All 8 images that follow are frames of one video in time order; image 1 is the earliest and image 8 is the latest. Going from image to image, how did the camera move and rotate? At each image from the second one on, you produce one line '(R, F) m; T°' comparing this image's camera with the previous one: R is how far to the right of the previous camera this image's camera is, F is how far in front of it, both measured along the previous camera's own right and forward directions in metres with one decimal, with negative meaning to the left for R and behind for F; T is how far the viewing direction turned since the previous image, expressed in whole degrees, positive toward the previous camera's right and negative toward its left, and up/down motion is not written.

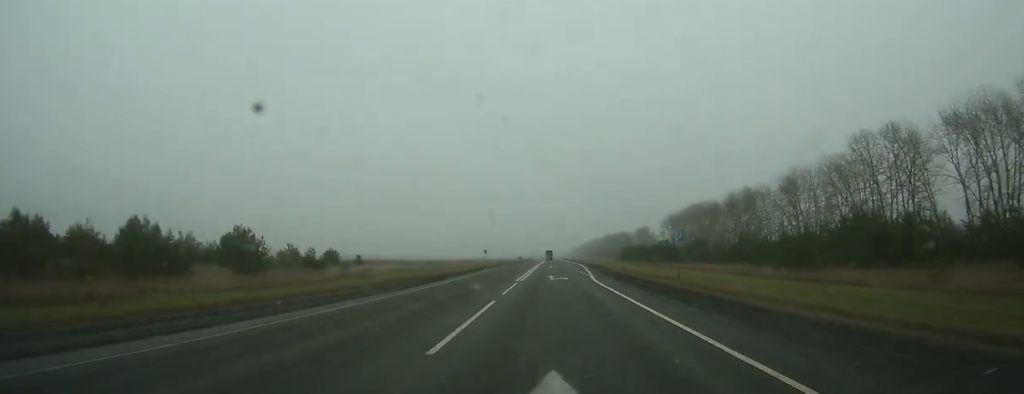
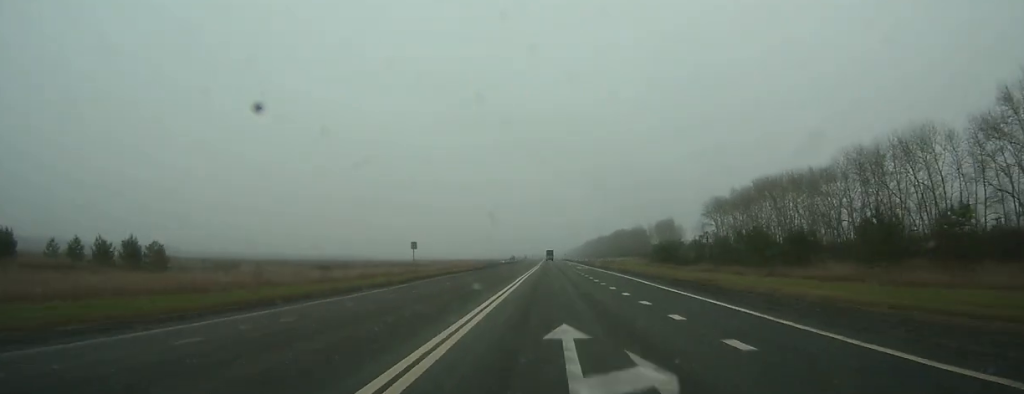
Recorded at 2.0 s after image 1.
(0.0, +63.2) m; 0°
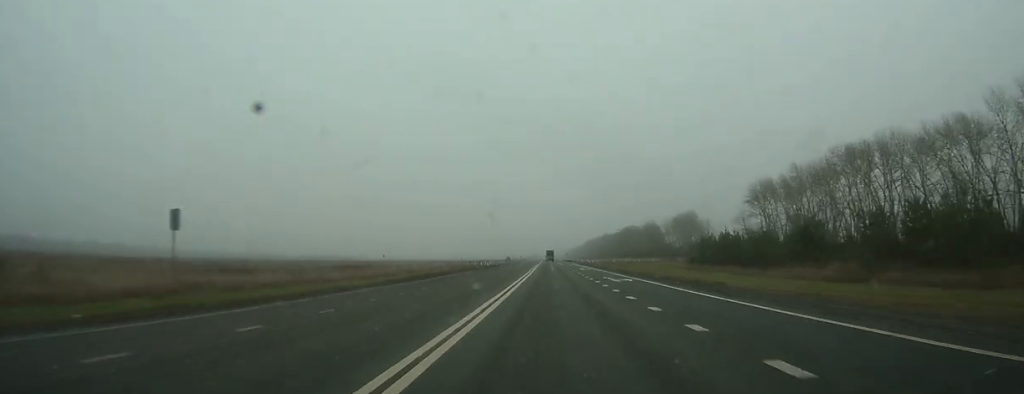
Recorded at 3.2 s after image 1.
(+0.1, +37.9) m; 0°
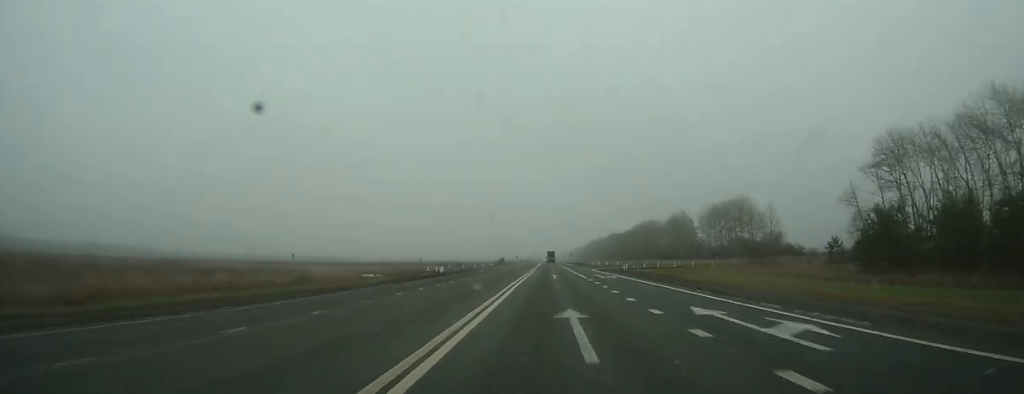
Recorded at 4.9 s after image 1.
(+0.1, +52.7) m; 0°
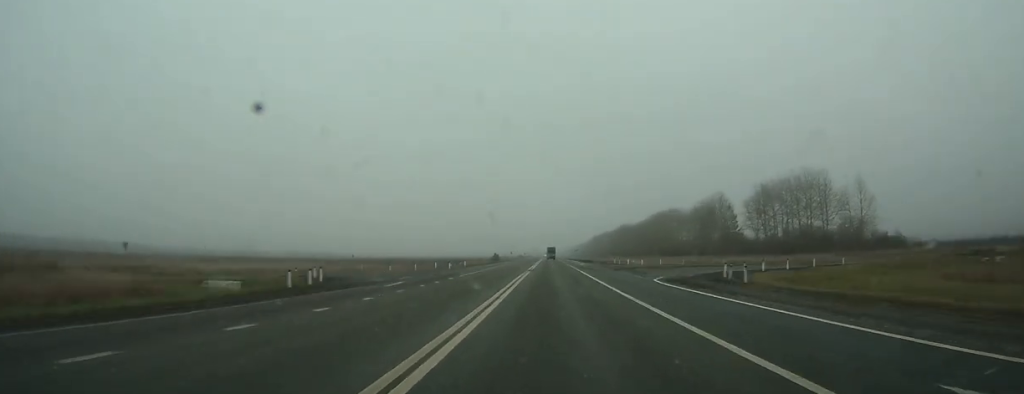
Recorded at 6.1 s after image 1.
(0.0, +40.0) m; 0°
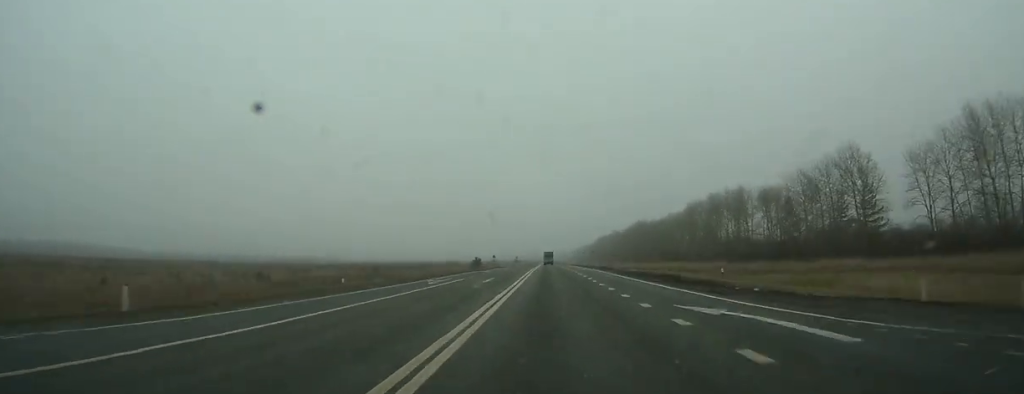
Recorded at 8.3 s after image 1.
(0.0, +67.1) m; 0°
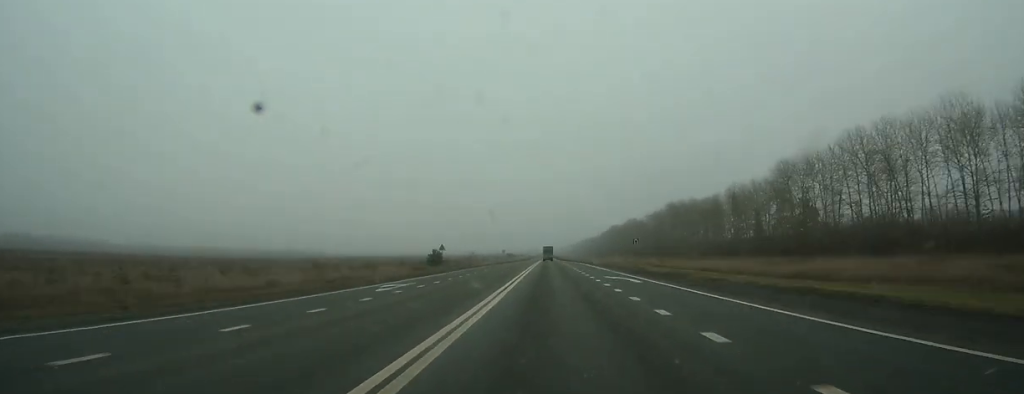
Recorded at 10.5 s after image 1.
(-0.2, +70.9) m; 0°
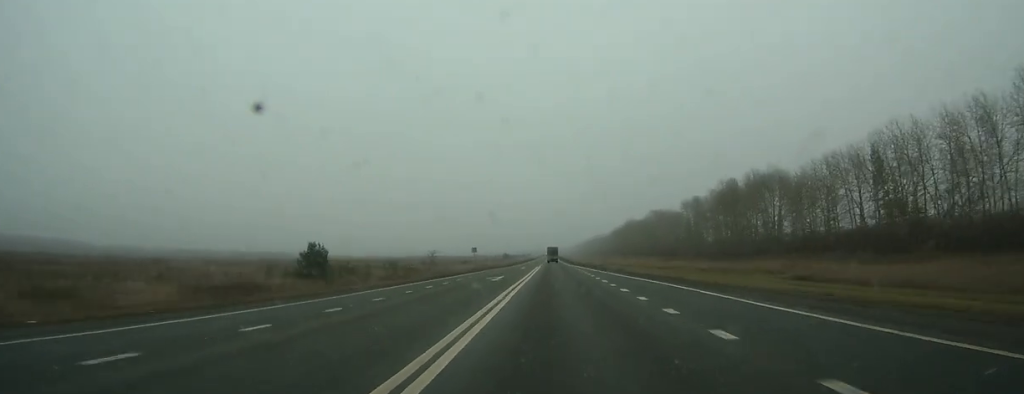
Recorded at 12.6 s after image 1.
(-0.1, +64.1) m; 0°
